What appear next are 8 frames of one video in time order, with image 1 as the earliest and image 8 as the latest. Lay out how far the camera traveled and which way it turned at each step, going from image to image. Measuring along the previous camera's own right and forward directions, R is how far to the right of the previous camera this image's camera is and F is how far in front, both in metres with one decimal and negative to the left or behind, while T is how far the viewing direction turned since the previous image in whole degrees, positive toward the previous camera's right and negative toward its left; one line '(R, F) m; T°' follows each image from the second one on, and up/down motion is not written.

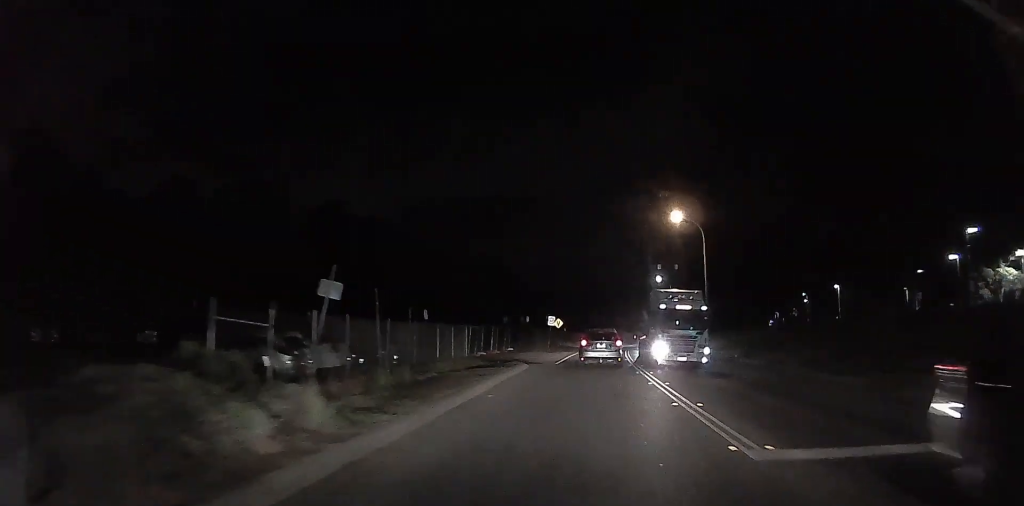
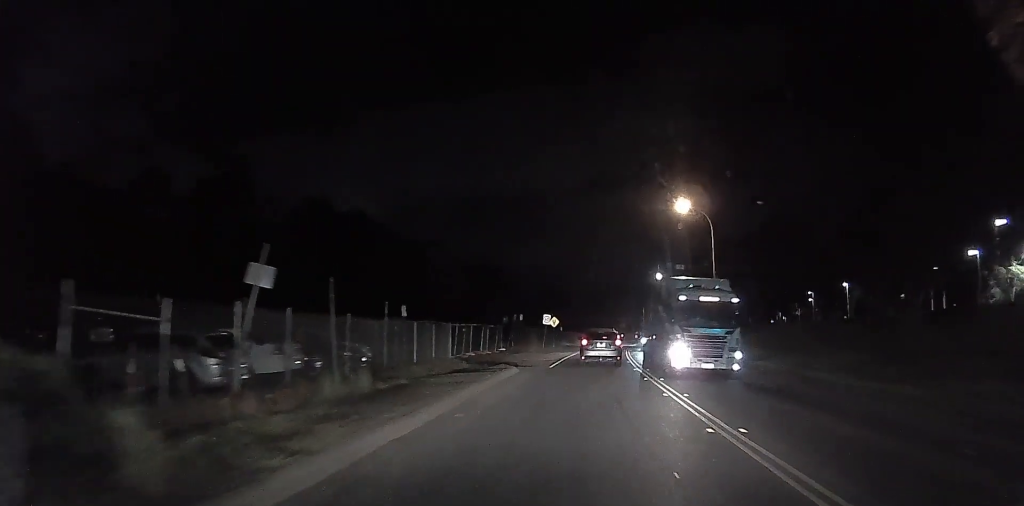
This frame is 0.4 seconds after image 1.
(0.0, +5.0) m; 0°
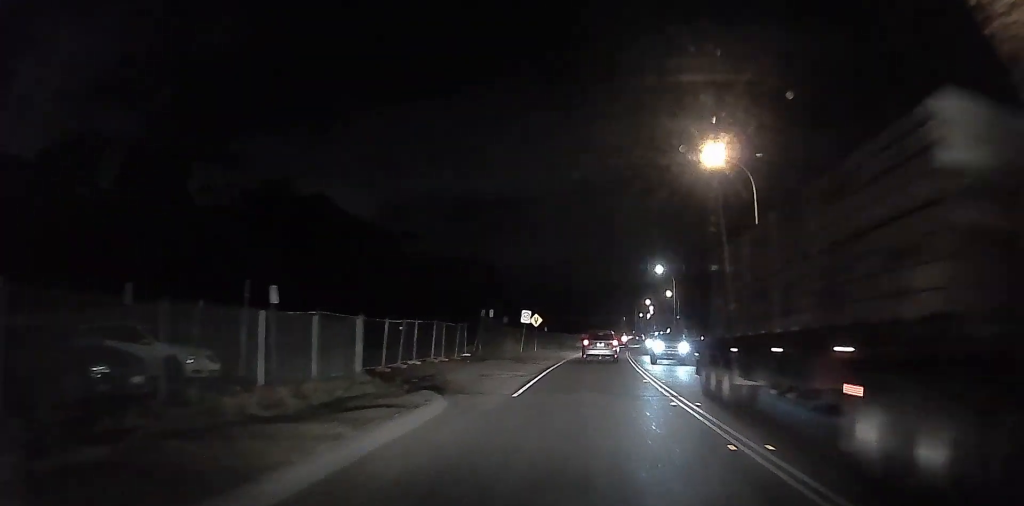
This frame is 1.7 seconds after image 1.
(0.0, +17.4) m; +2°
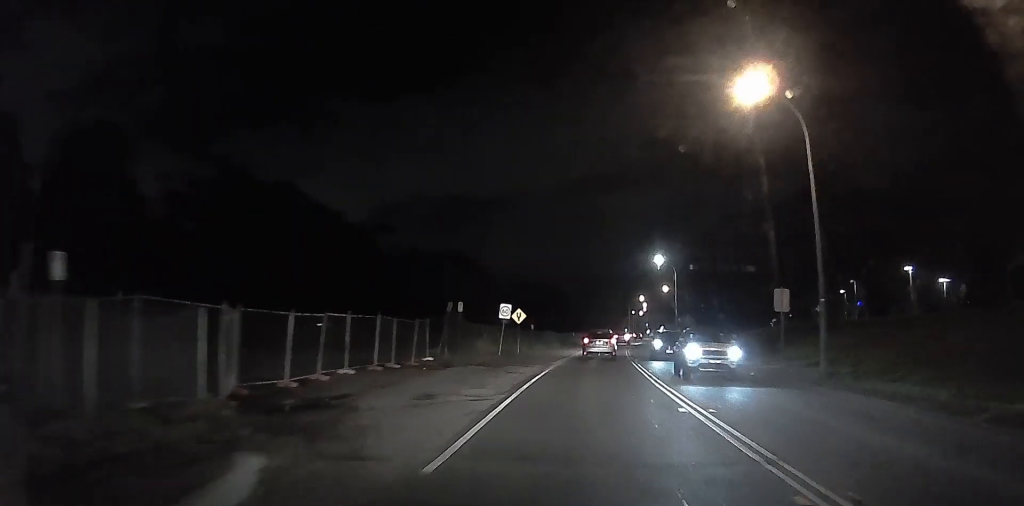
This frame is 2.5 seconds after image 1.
(+0.2, +11.3) m; +2°
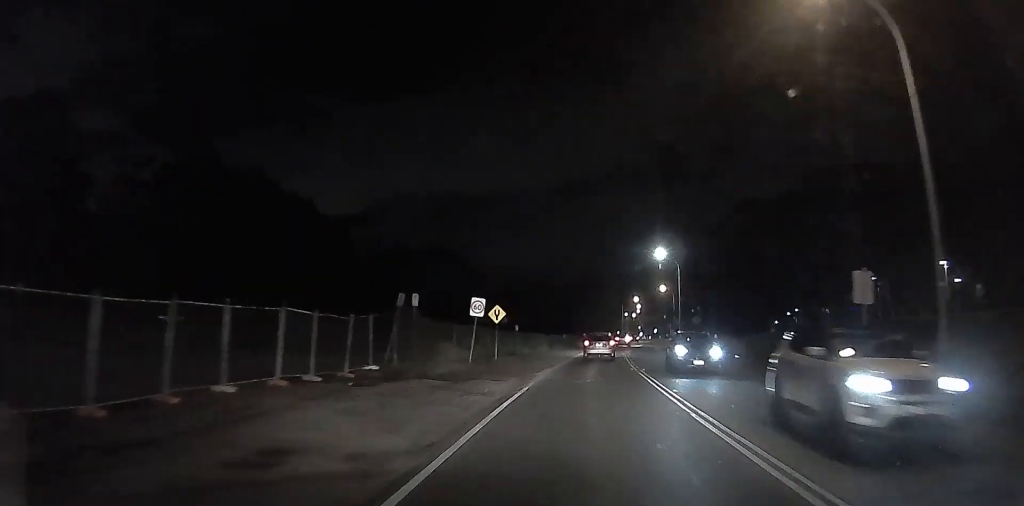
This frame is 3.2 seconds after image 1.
(+0.4, +9.7) m; +1°
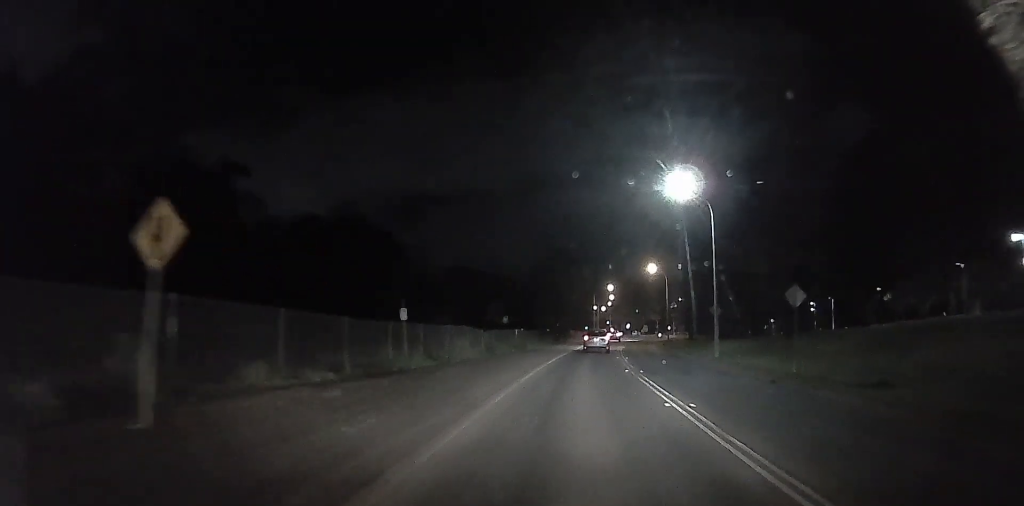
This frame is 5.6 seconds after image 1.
(-0.1, +29.7) m; +1°
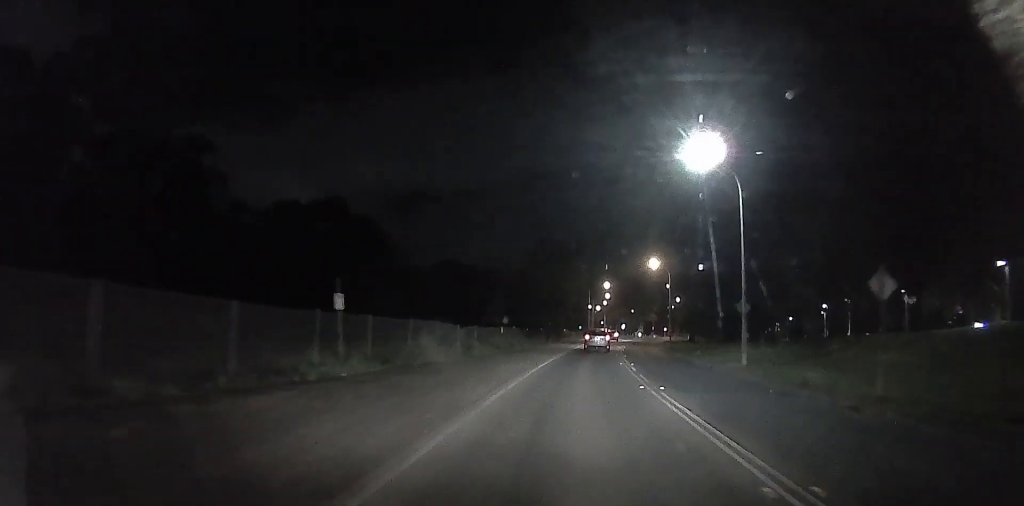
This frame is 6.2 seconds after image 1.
(+0.2, +7.8) m; 0°
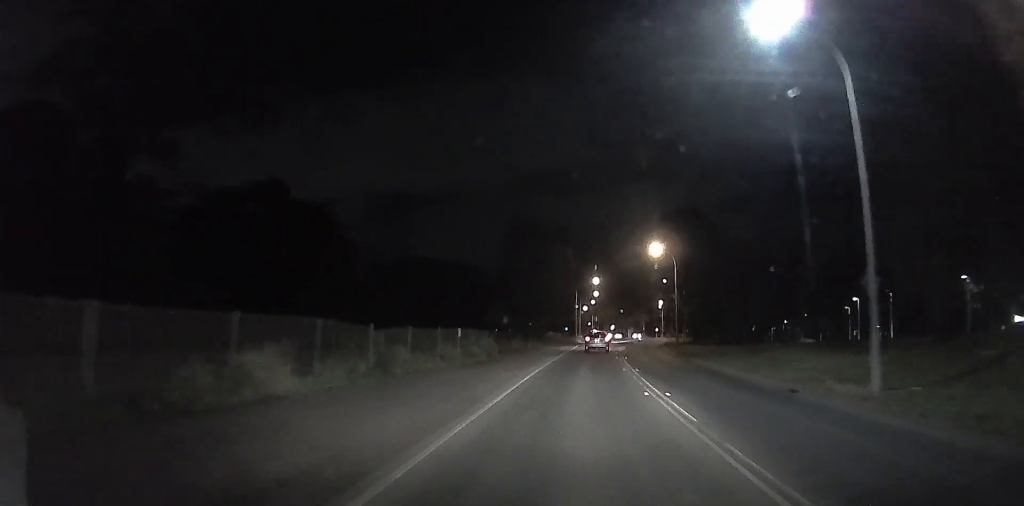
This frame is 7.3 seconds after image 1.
(-0.4, +16.0) m; -1°
